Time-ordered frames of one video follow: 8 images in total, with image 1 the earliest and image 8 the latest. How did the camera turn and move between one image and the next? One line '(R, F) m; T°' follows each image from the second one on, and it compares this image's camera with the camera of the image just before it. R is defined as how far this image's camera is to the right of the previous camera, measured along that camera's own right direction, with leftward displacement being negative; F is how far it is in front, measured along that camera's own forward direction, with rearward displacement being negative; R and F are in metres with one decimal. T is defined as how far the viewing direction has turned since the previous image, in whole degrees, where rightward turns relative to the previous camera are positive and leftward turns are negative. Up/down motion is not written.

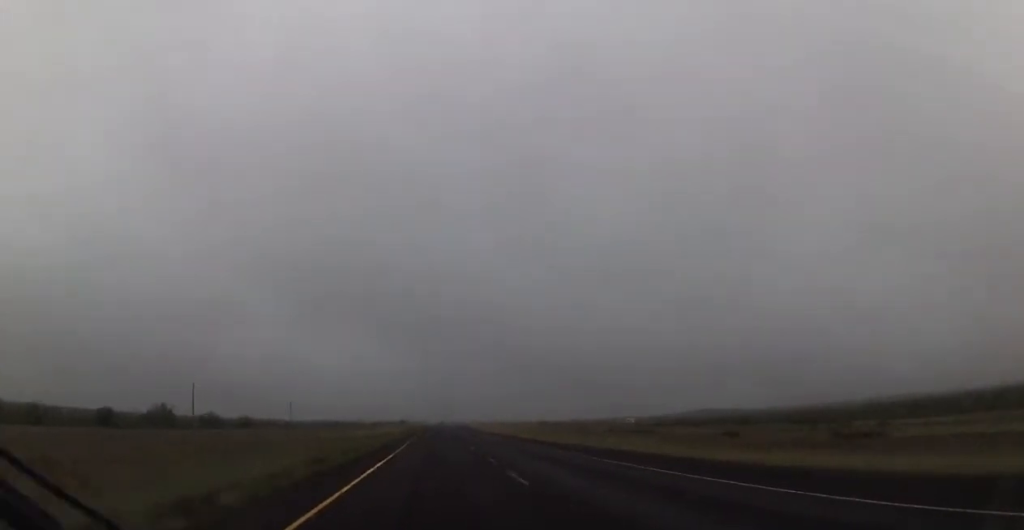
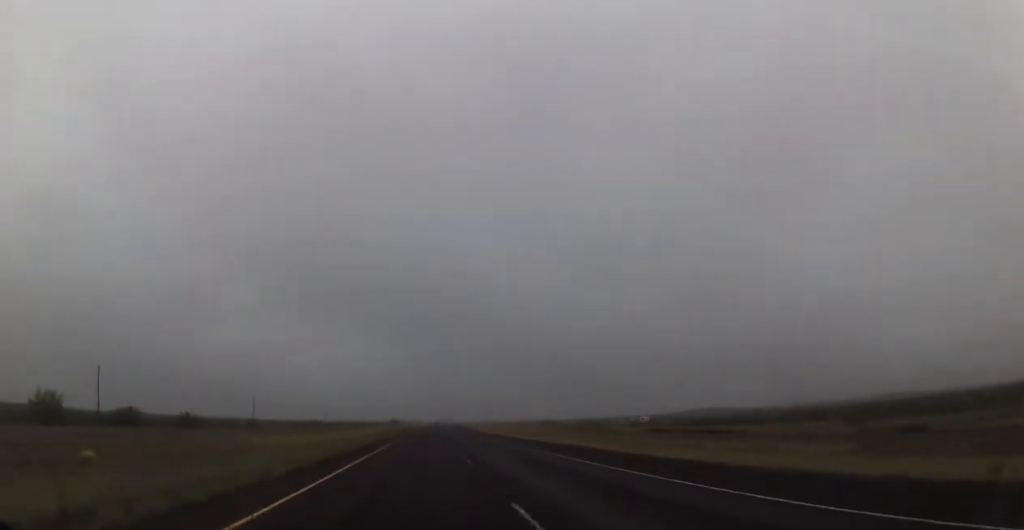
(0.0, +43.1) m; 0°
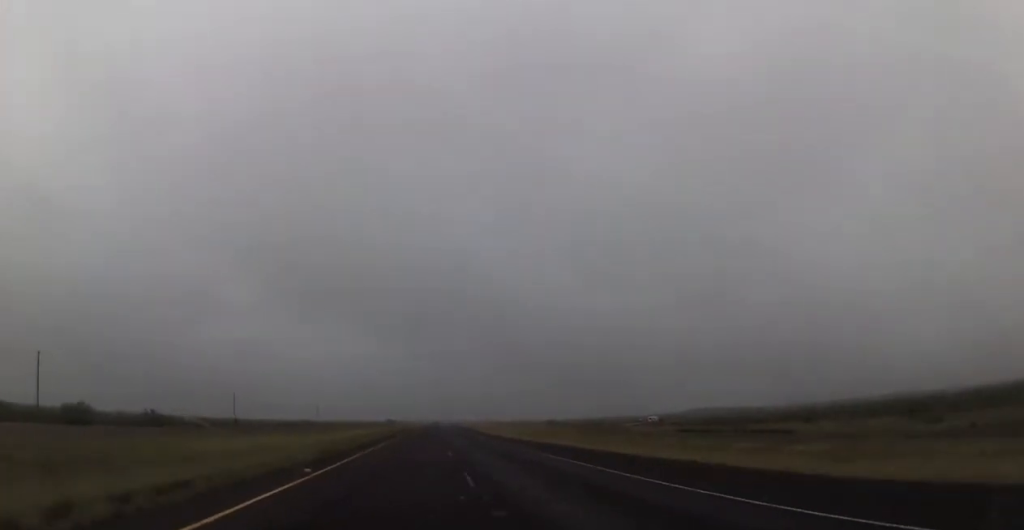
(0.0, +18.6) m; 0°
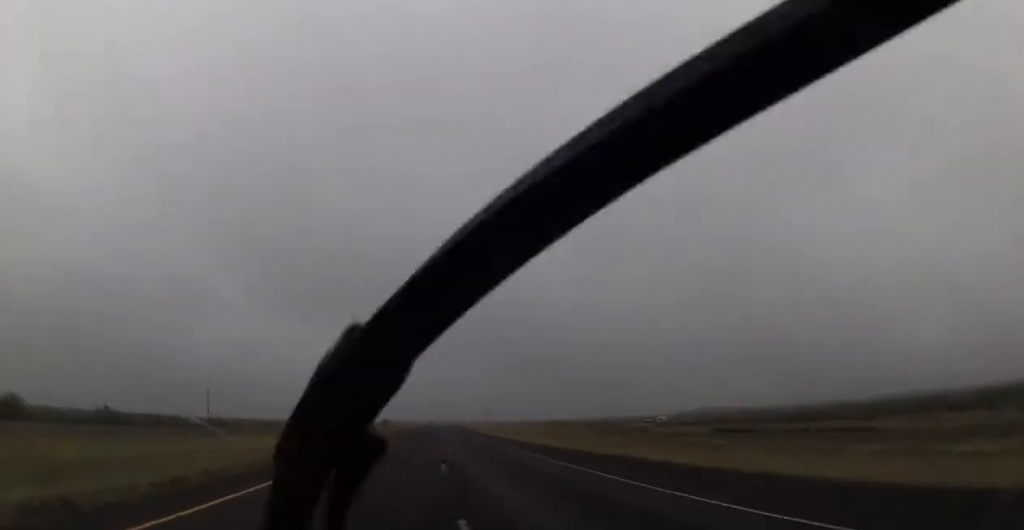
(0.0, +19.9) m; 0°
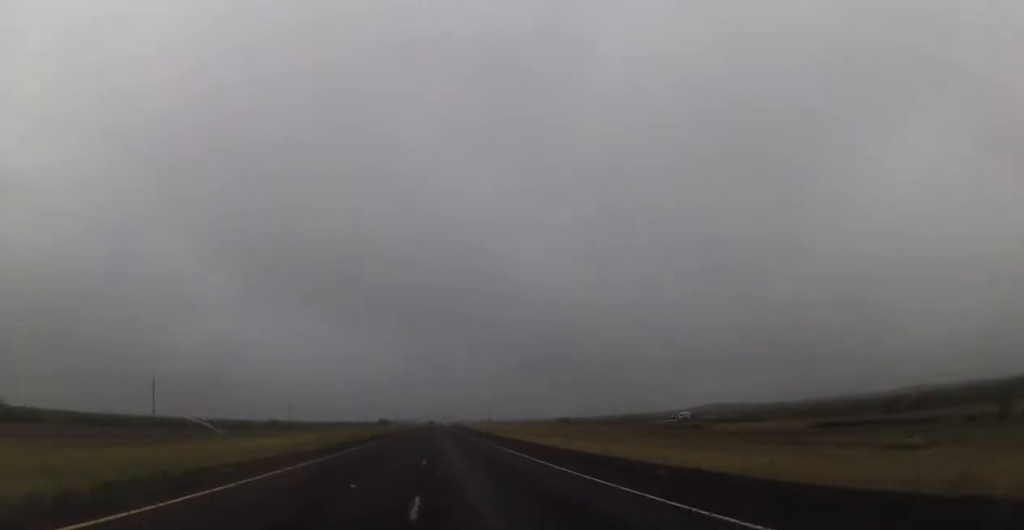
(+0.2, +33.9) m; 0°
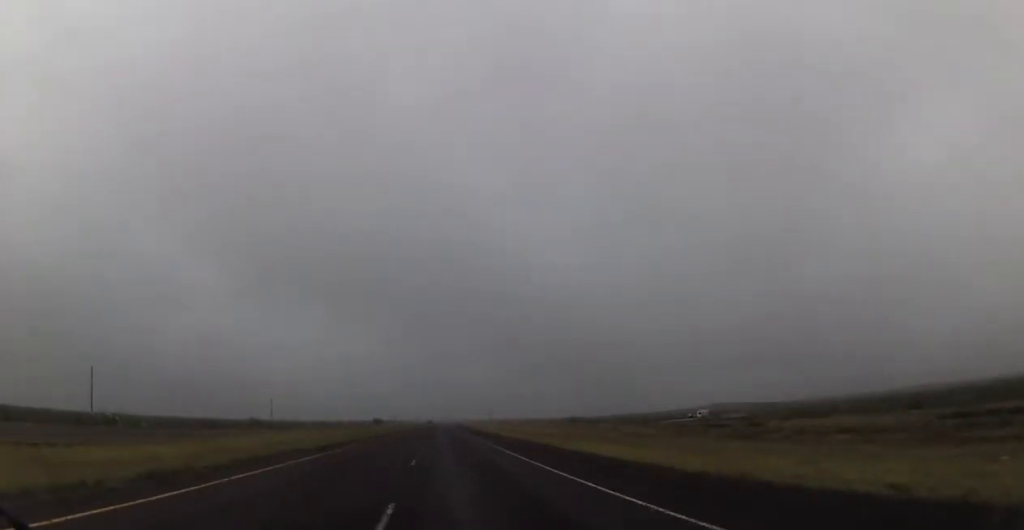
(+0.1, +25.8) m; 0°
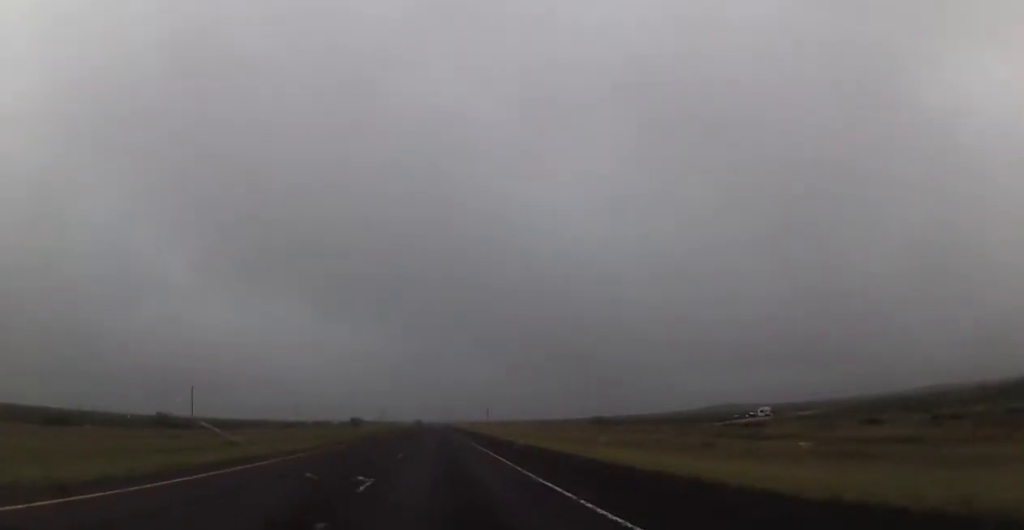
(+0.1, +68.9) m; +1°
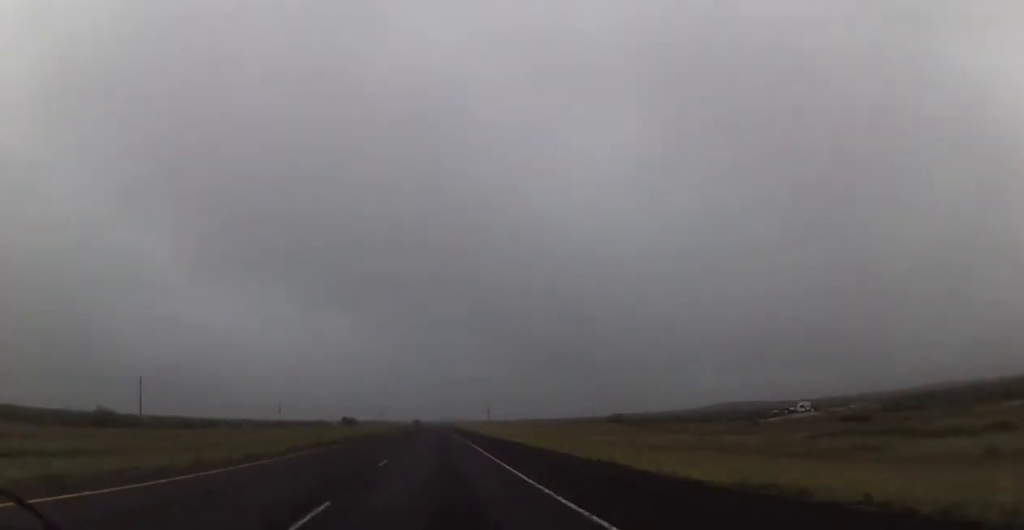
(+0.2, +29.2) m; 0°
